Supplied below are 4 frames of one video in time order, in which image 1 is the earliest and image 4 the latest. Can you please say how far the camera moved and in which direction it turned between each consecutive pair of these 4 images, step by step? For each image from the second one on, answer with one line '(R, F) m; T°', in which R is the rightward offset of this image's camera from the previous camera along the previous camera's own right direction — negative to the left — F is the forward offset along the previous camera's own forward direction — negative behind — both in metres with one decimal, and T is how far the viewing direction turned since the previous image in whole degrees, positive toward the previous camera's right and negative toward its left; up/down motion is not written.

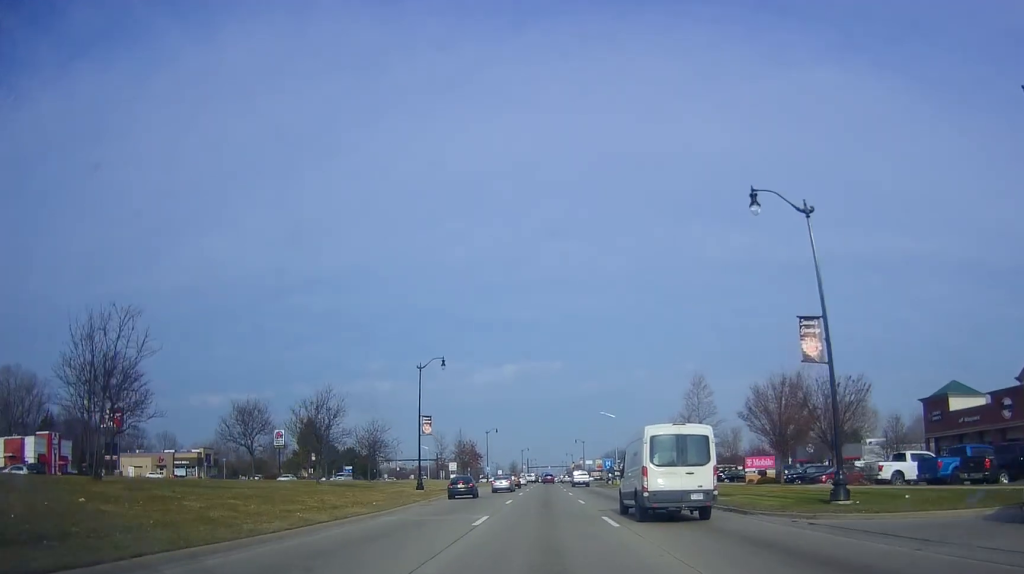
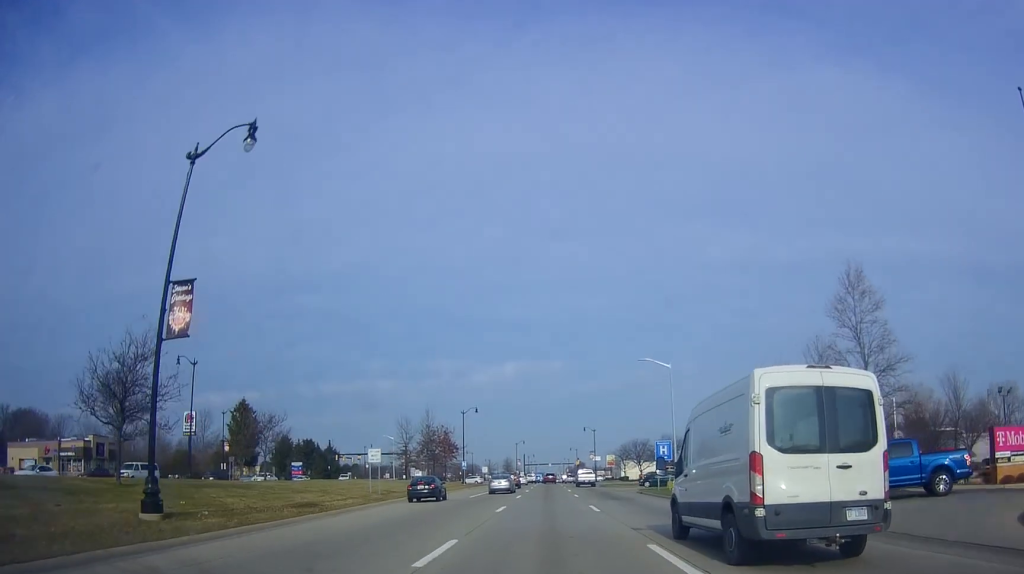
(+0.2, +37.4) m; 0°
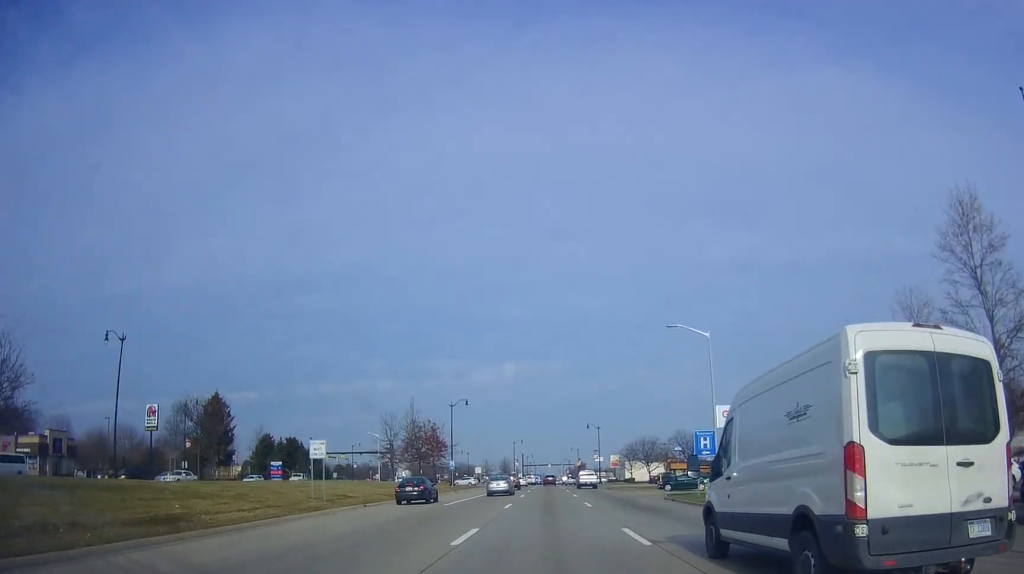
(-0.2, +11.3) m; 0°
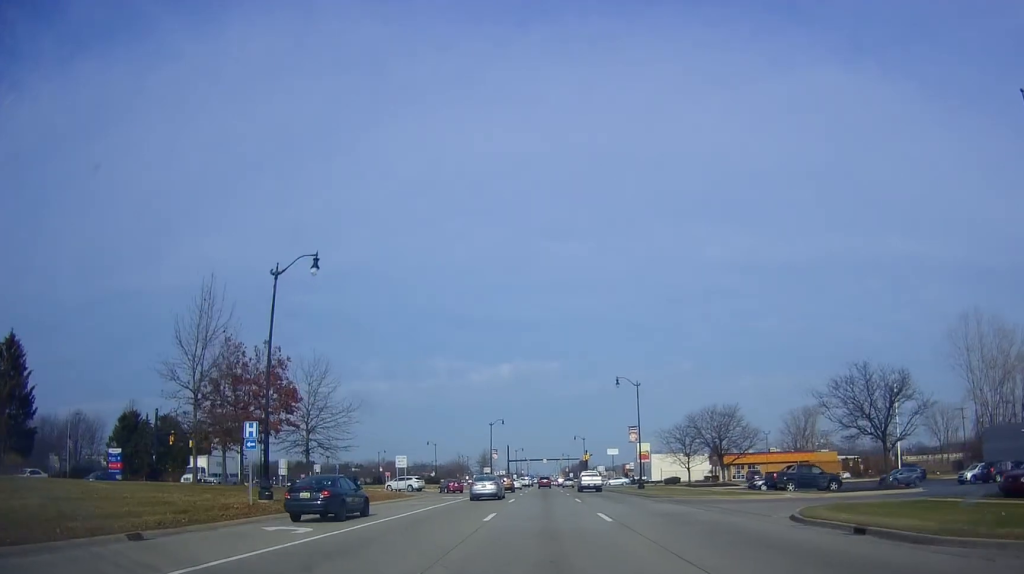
(-0.7, +54.2) m; 0°
